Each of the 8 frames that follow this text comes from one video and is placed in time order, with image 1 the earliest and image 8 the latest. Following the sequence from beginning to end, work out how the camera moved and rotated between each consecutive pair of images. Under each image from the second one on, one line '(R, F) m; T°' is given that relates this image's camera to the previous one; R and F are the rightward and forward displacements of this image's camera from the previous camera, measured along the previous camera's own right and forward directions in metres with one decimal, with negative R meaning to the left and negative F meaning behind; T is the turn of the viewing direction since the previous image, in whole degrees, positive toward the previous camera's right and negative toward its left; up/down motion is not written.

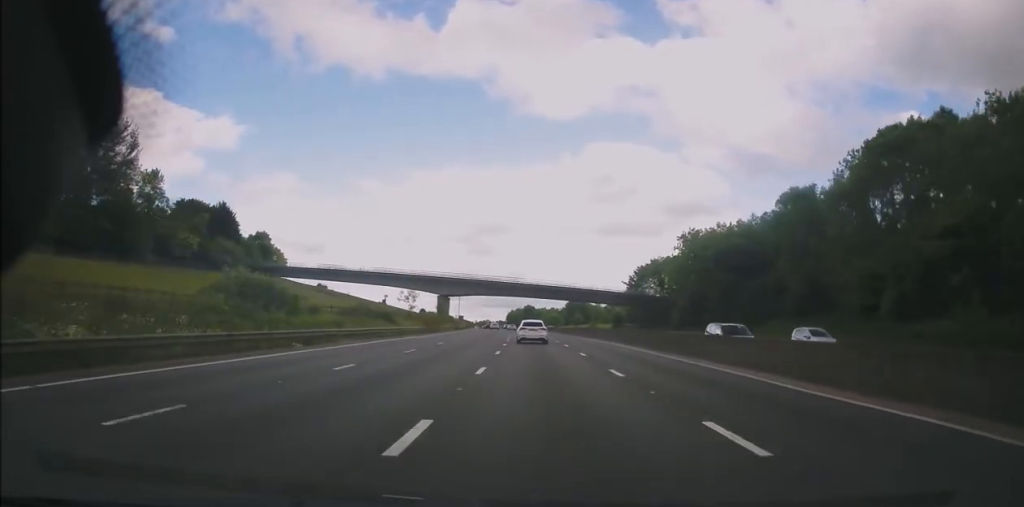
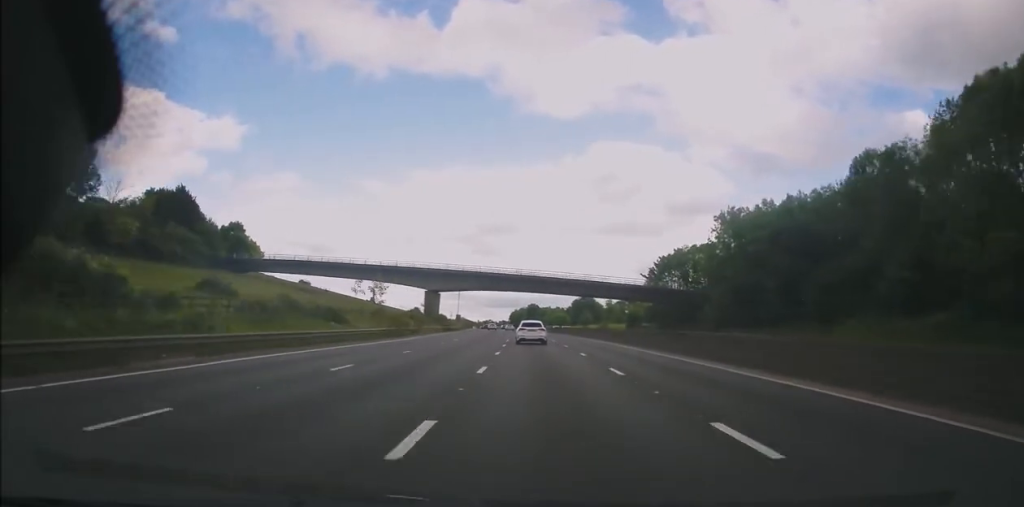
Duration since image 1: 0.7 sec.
(0.0, +18.4) m; 0°
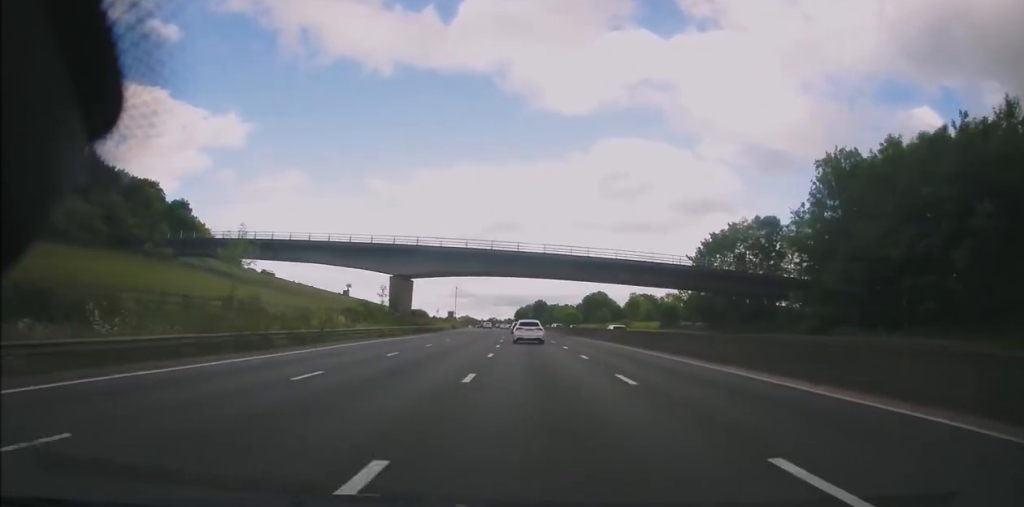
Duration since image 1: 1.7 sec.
(0.0, +29.2) m; 0°
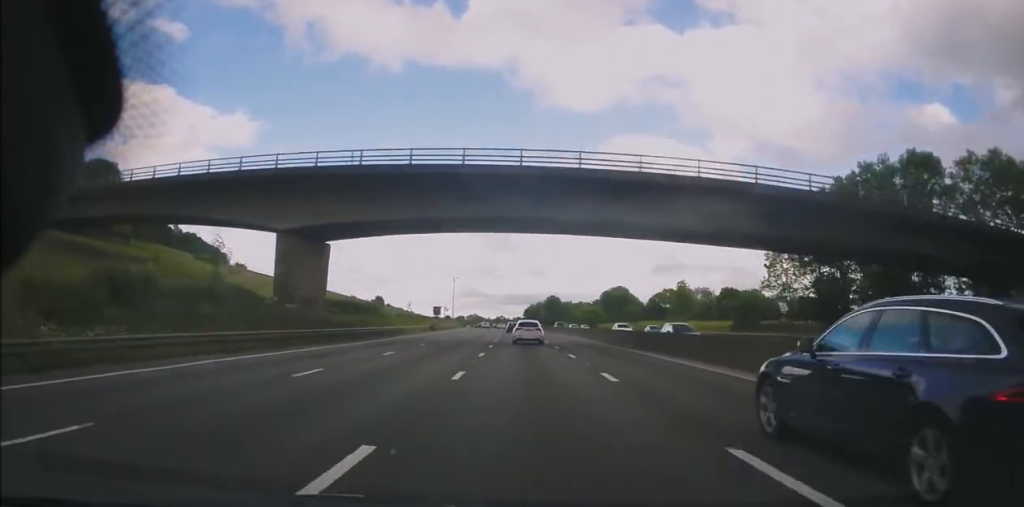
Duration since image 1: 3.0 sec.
(-0.4, +35.2) m; -1°
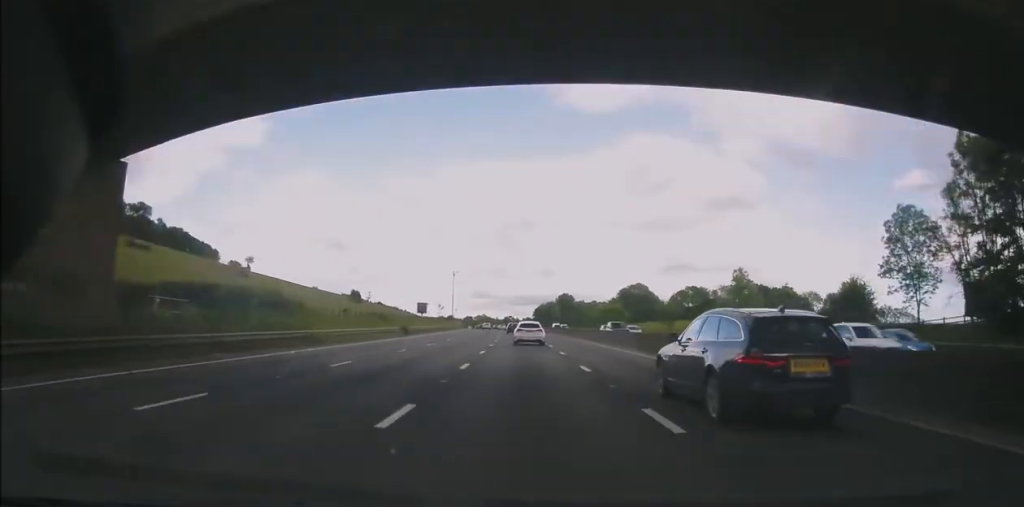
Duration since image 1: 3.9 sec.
(-0.2, +23.5) m; -1°
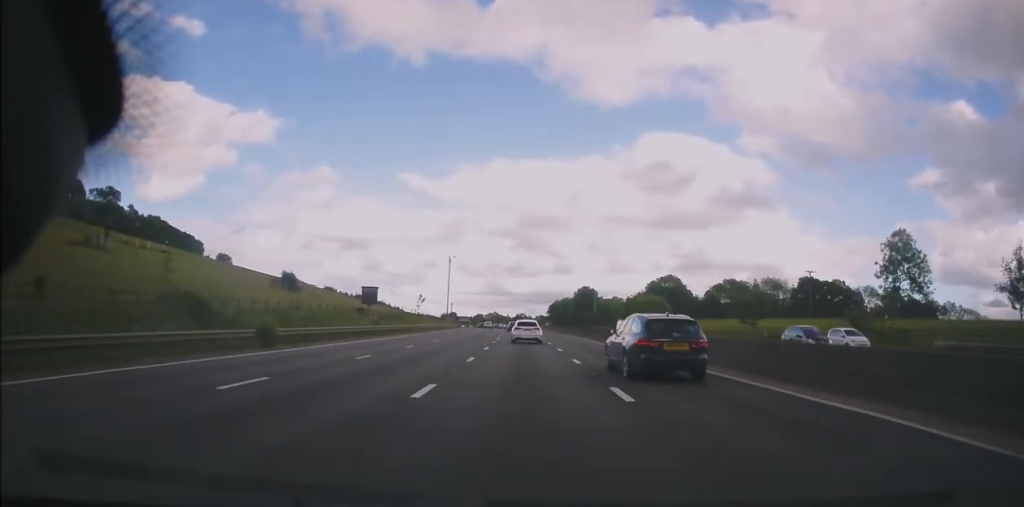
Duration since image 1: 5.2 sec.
(-0.5, +34.3) m; -1°
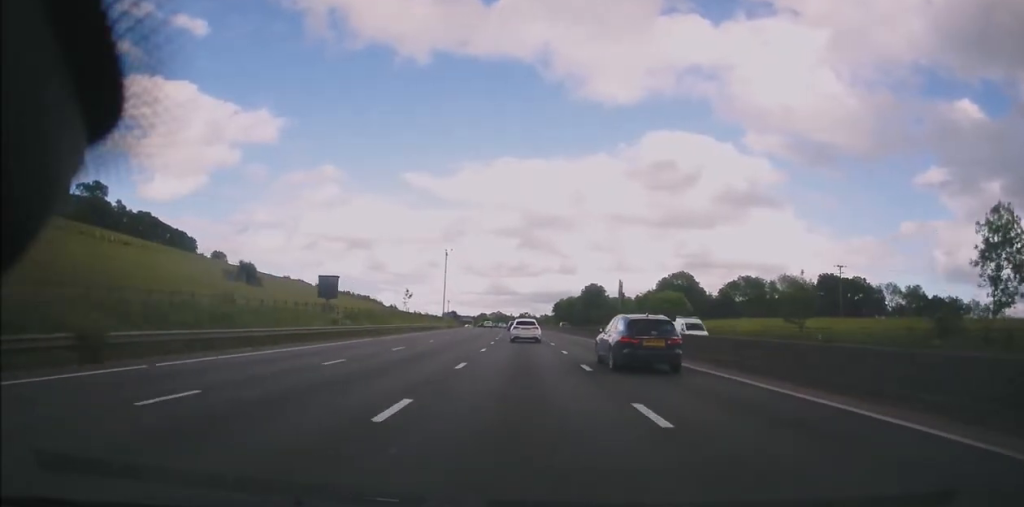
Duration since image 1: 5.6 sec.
(-0.1, +10.8) m; 0°
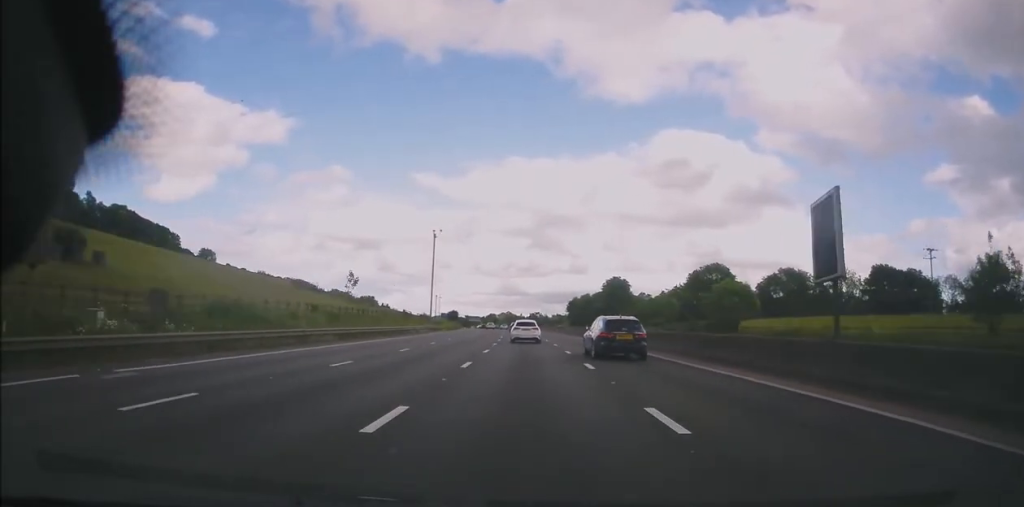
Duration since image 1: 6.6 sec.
(0.0, +26.8) m; 0°
